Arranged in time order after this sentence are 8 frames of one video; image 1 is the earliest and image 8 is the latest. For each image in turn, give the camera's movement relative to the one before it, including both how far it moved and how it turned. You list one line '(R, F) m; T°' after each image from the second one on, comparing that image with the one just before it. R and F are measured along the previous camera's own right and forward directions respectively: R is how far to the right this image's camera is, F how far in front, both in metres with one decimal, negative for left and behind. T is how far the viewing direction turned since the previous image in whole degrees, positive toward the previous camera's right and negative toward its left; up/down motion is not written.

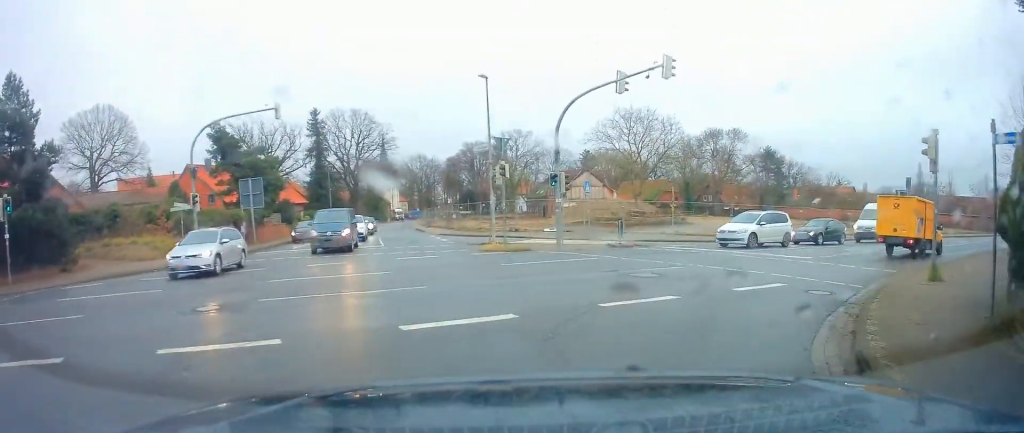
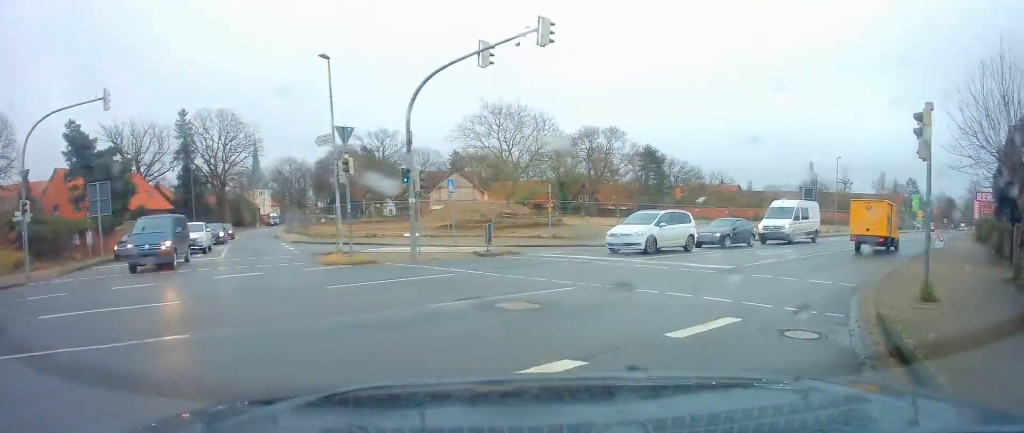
(+0.1, +4.0) m; +13°
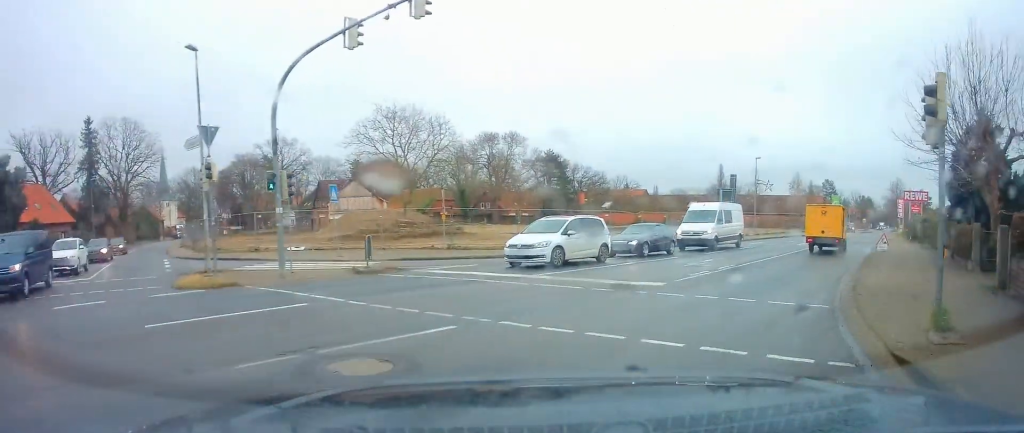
(+0.2, +2.8) m; +9°
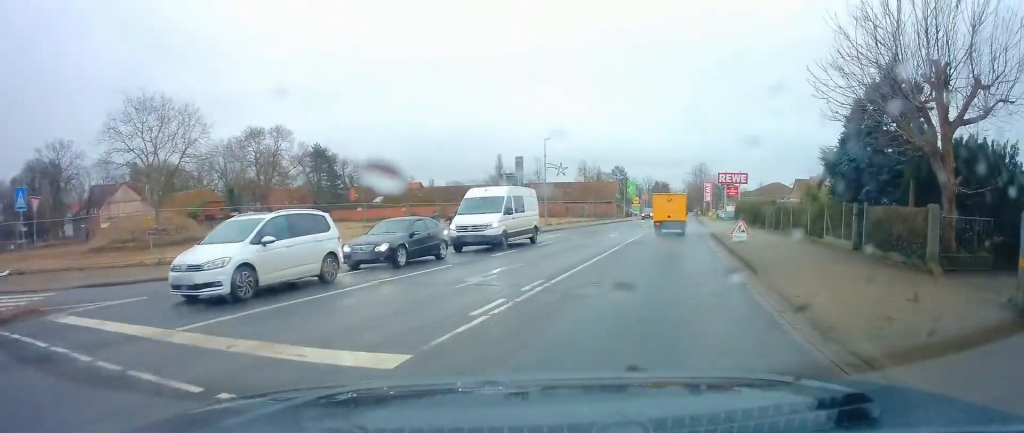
(+1.6, +7.0) m; +19°
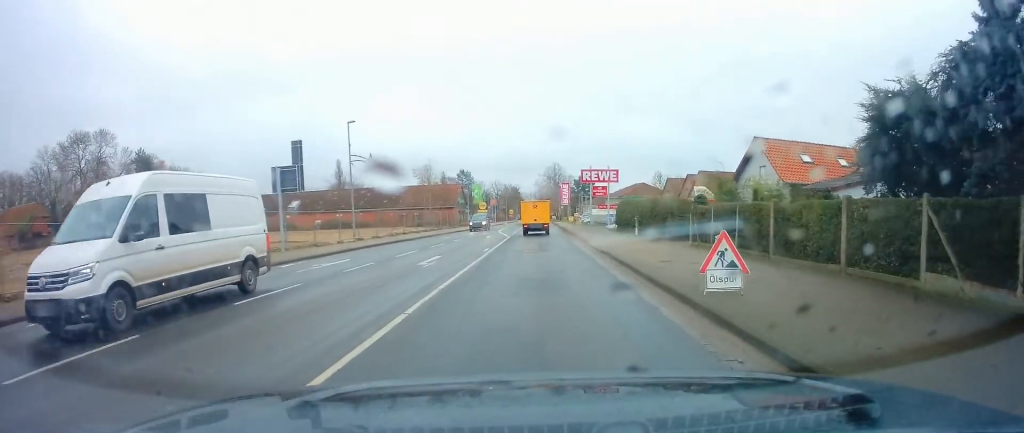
(+2.0, +14.0) m; +11°
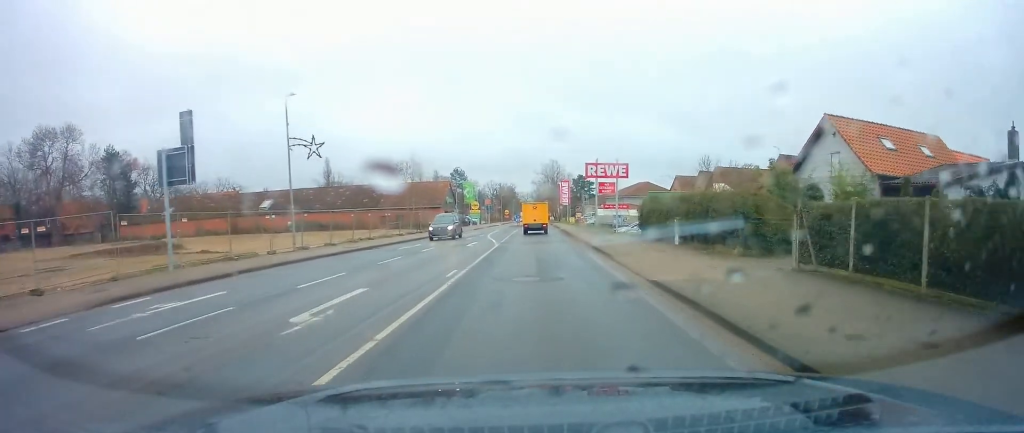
(+0.1, +8.7) m; +1°
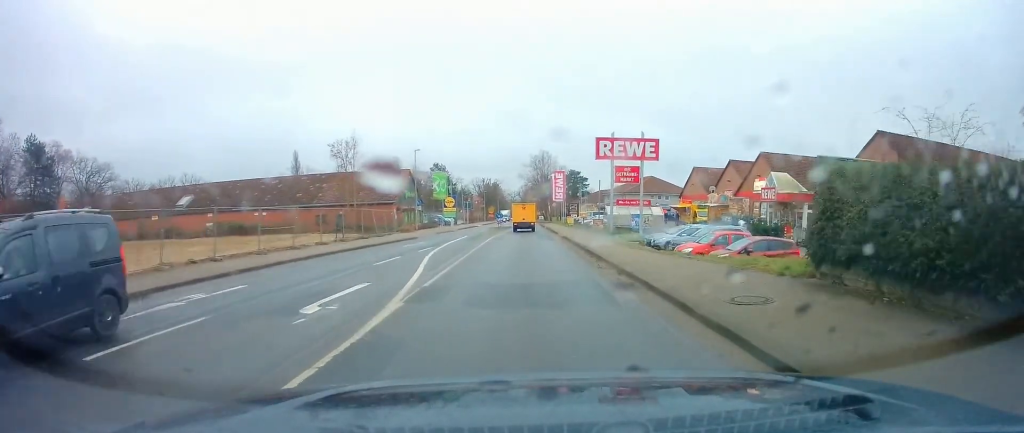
(+0.4, +18.3) m; +2°
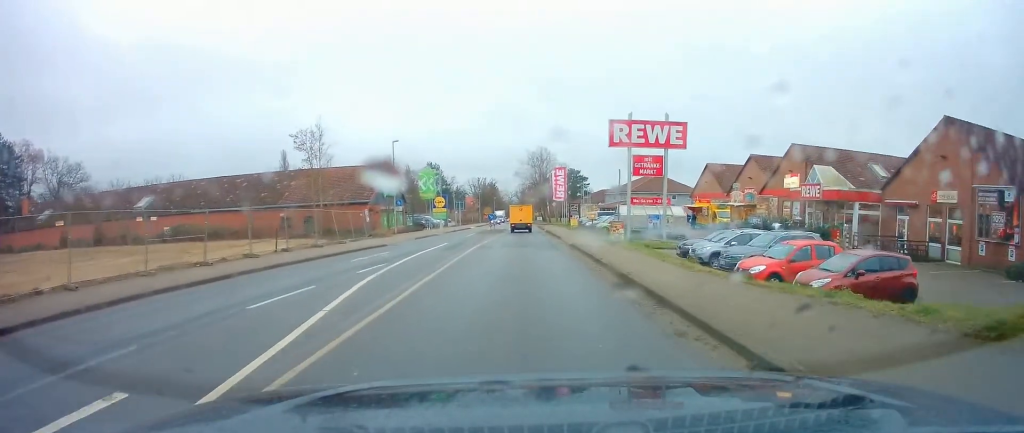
(0.0, +7.9) m; -1°
